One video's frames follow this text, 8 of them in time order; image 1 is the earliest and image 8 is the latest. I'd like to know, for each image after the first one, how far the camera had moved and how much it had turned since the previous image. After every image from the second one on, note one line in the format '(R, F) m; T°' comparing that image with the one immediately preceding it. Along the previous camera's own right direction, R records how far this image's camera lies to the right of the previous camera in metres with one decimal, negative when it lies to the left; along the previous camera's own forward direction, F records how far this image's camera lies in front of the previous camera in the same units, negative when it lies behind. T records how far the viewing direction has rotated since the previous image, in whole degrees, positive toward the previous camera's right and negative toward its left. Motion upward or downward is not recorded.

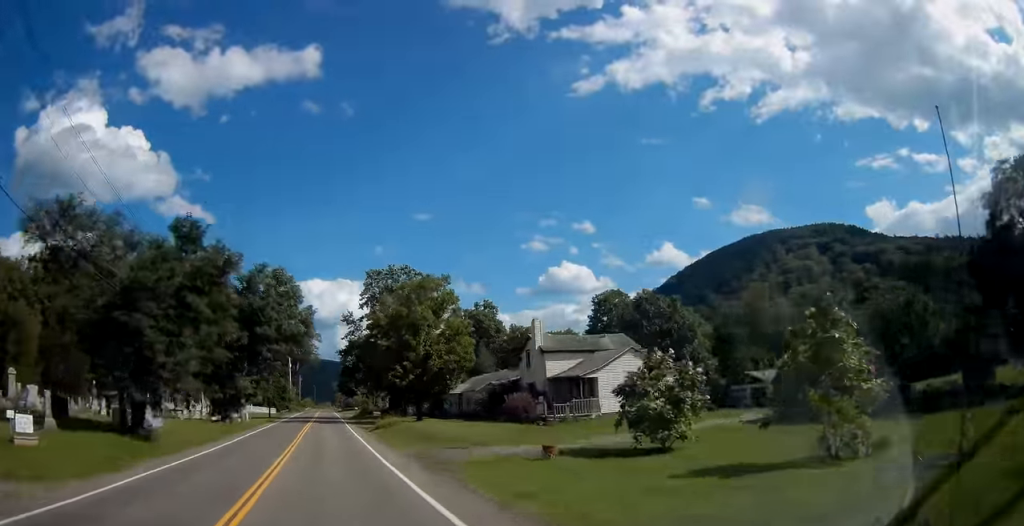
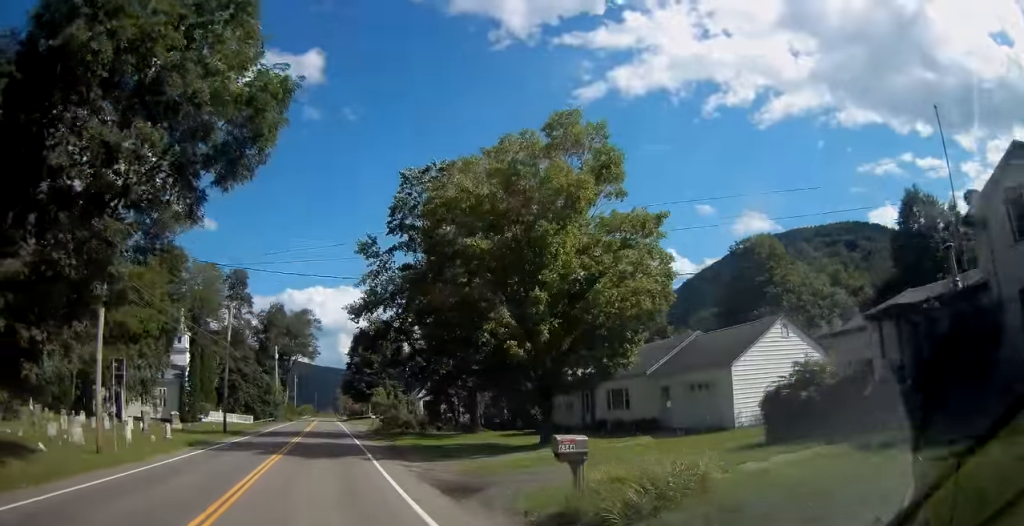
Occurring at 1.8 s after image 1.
(-0.4, +36.2) m; 0°
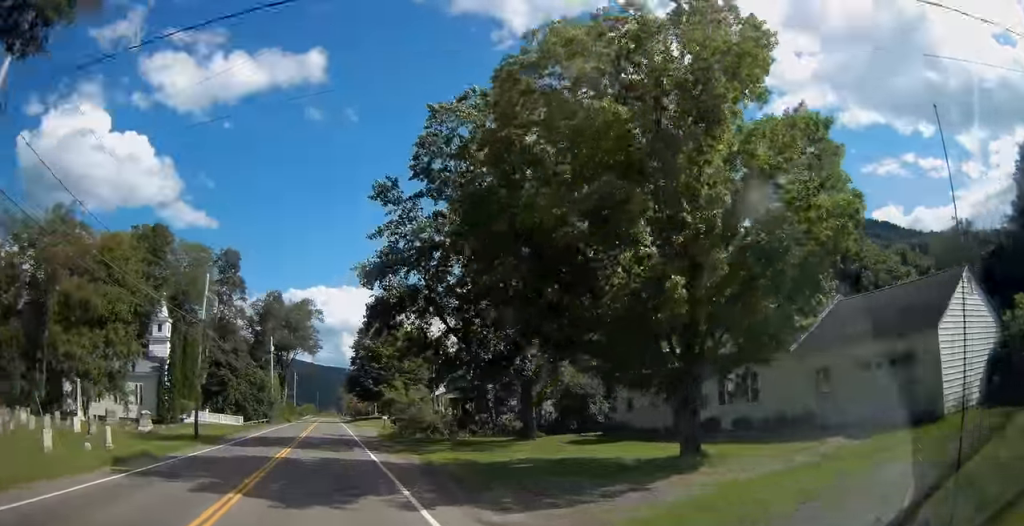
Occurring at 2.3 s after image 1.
(+0.3, +10.8) m; 0°
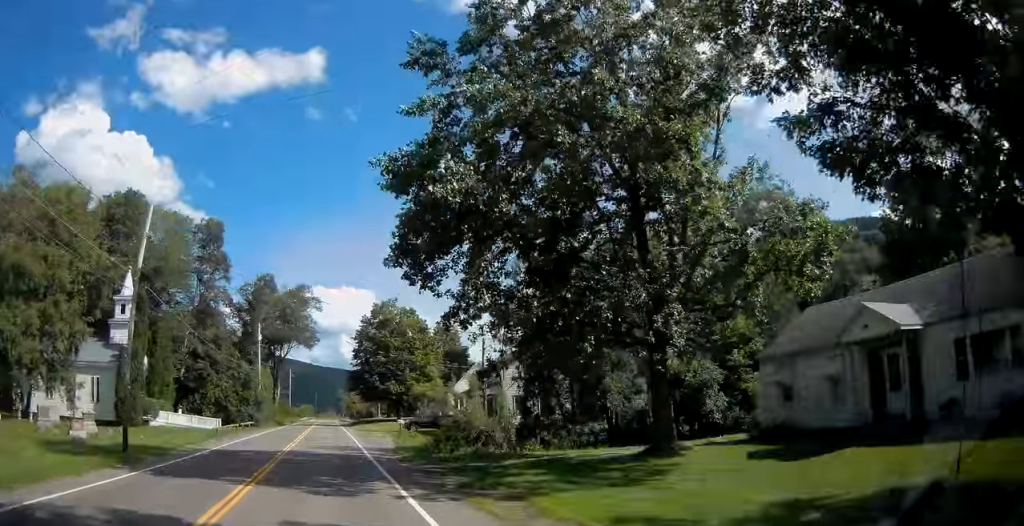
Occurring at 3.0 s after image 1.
(+0.1, +12.9) m; 0°
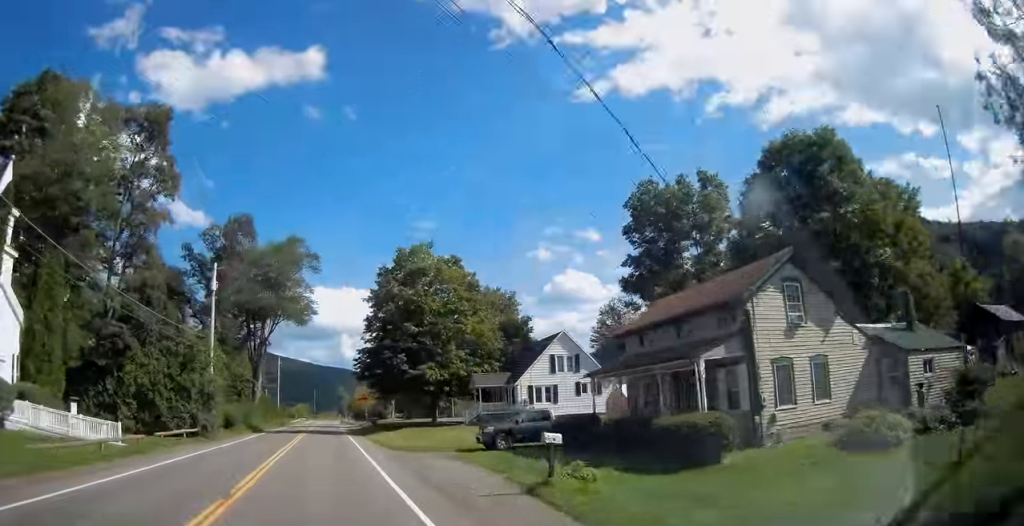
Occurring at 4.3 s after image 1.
(-0.5, +26.6) m; -1°
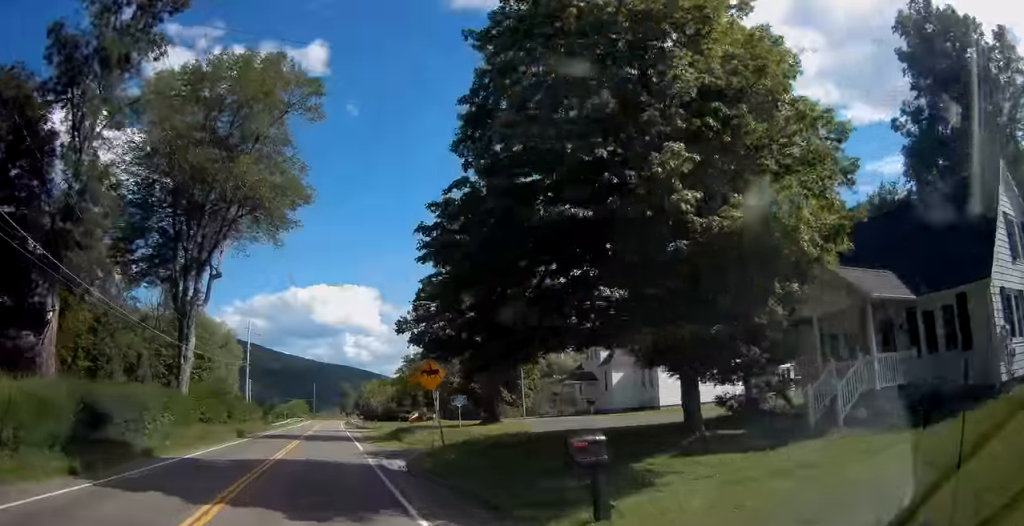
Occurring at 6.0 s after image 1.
(+0.2, +37.2) m; 0°
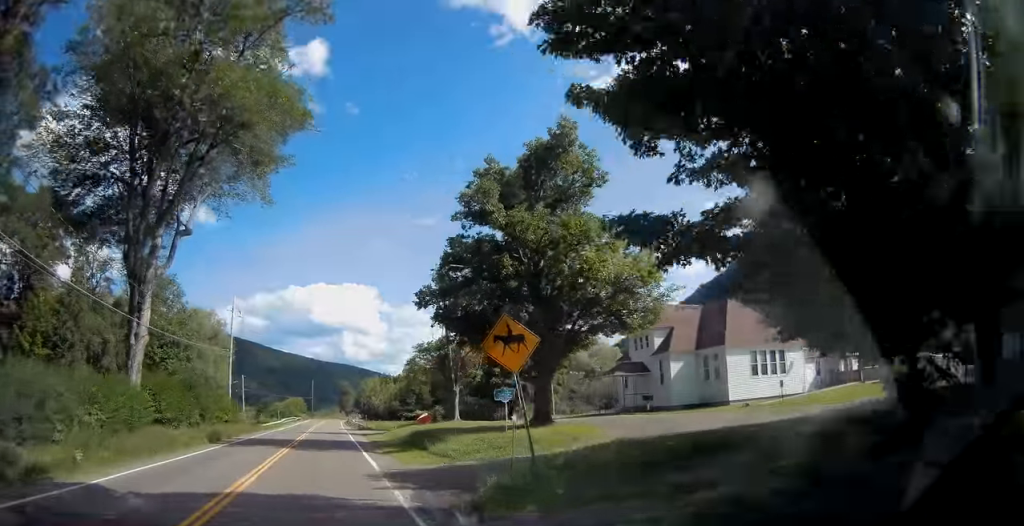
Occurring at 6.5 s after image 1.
(-0.1, +9.3) m; 0°
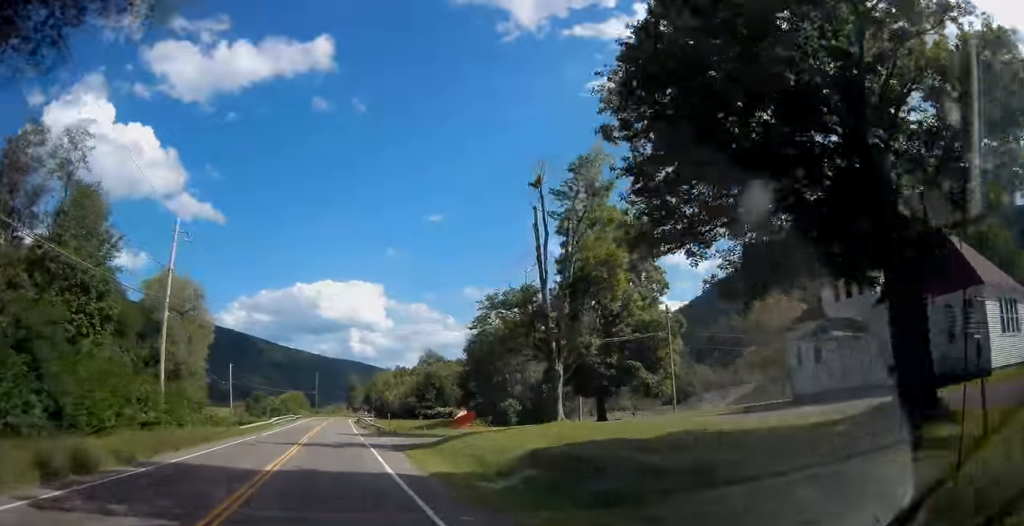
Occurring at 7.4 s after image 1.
(+0.2, +20.9) m; 0°
